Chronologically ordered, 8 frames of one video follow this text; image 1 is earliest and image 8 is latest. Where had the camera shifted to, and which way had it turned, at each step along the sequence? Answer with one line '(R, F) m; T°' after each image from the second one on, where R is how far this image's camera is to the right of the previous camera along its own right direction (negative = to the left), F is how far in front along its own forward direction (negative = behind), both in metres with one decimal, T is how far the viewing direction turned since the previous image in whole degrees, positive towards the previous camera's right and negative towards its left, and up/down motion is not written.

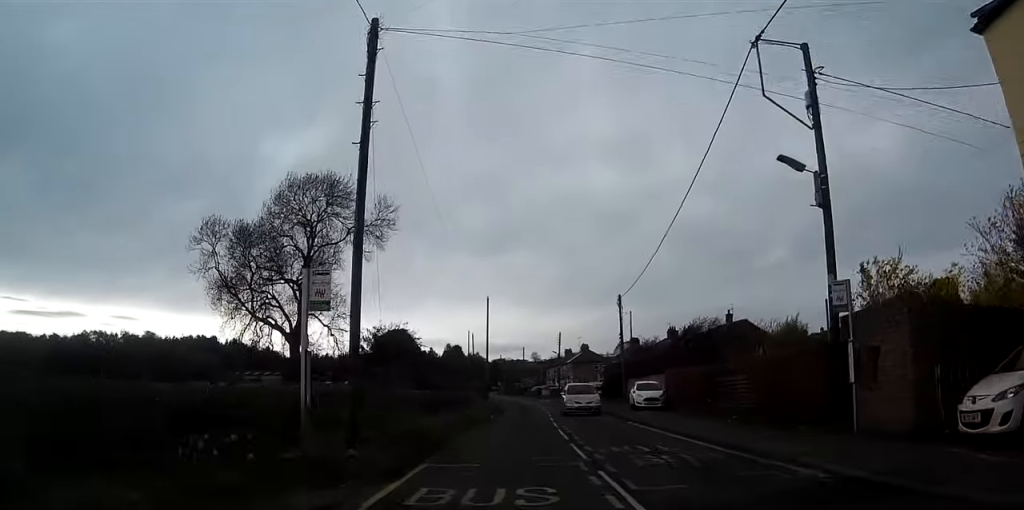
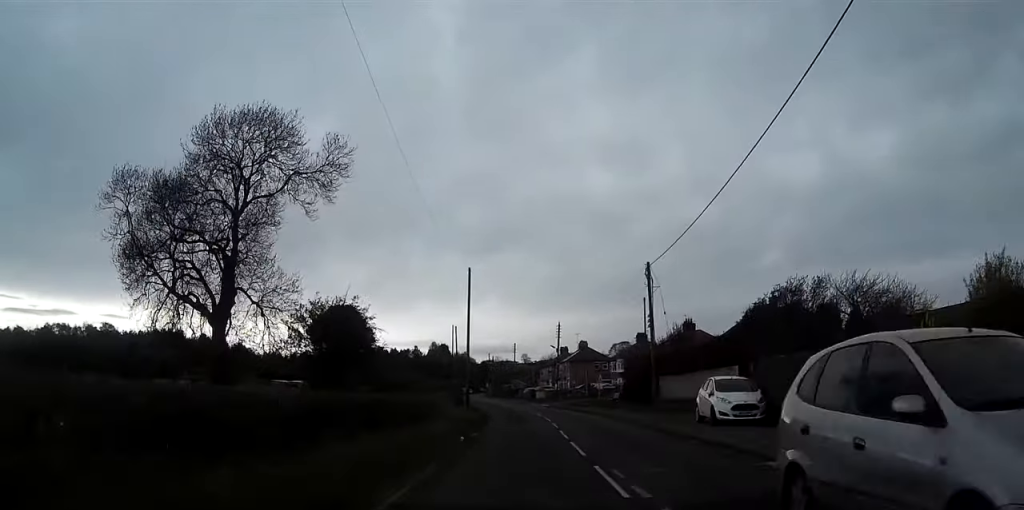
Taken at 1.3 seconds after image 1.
(+0.1, +16.4) m; 0°
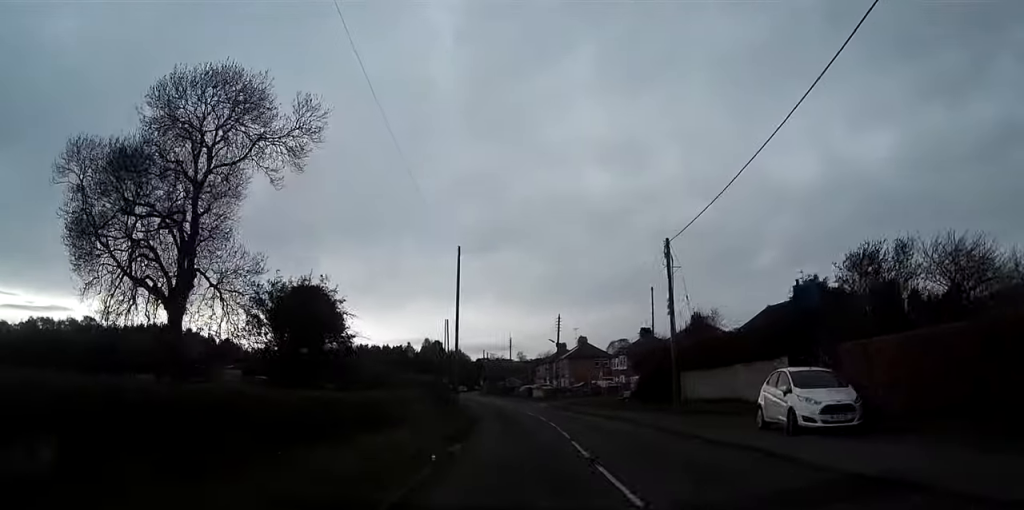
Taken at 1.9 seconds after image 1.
(0.0, +6.7) m; 0°
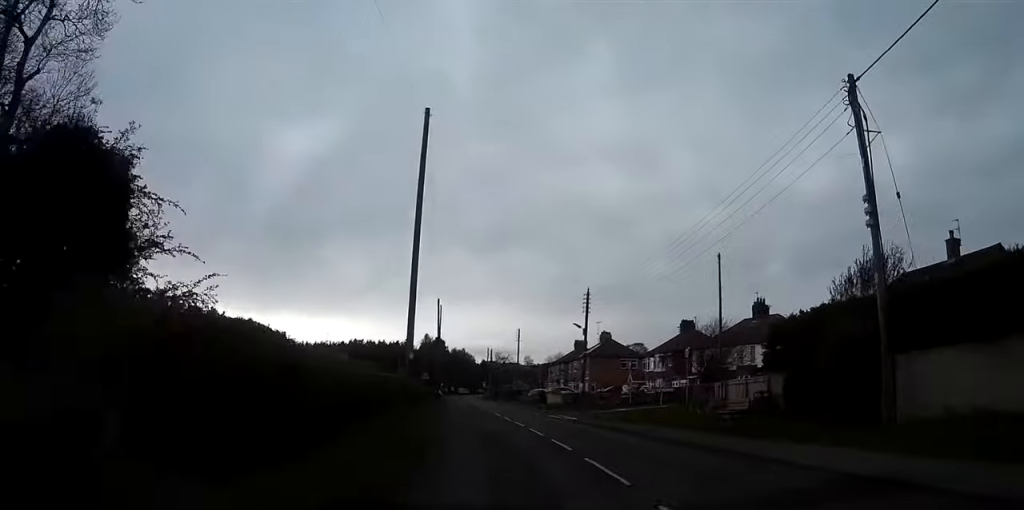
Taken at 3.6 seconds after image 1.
(-0.3, +21.7) m; -1°
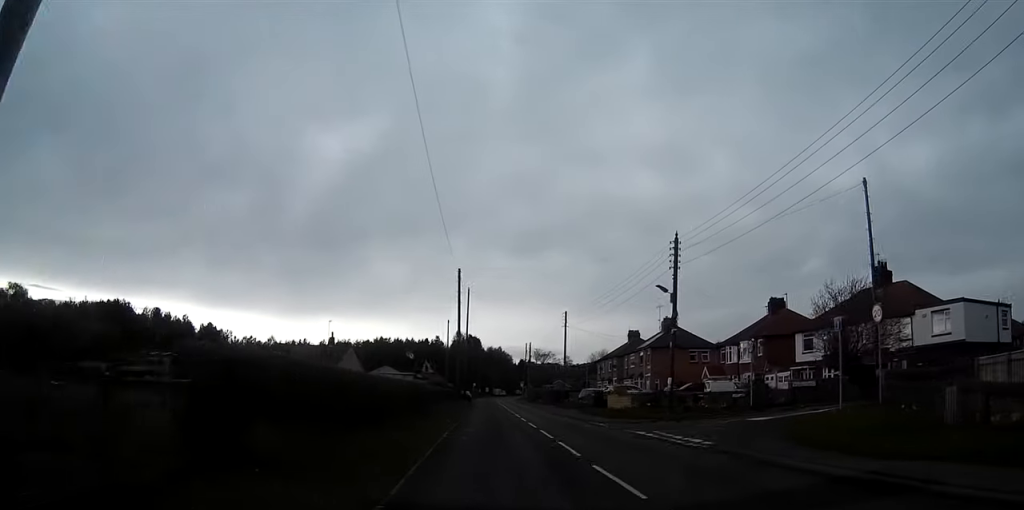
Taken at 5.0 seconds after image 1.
(0.0, +18.7) m; 0°
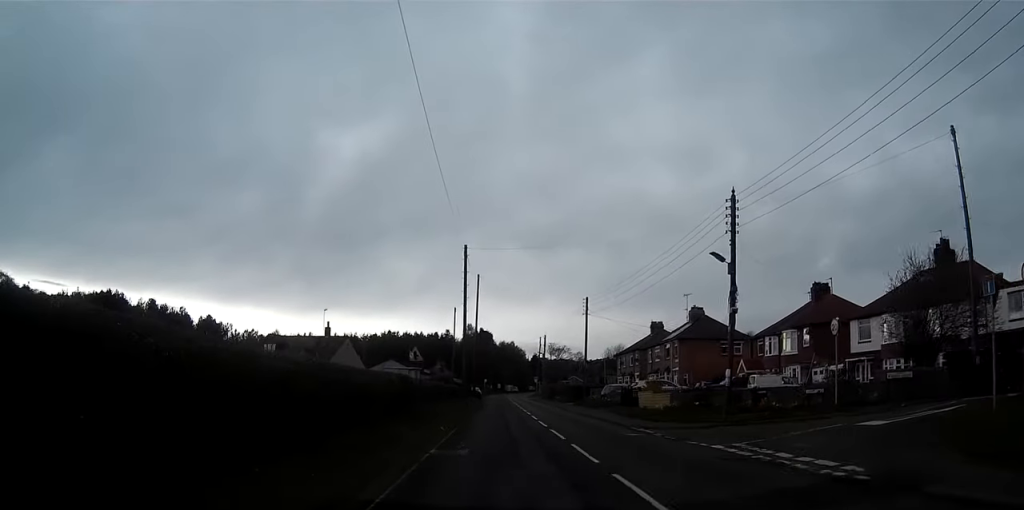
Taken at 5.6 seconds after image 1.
(0.0, +7.6) m; 0°
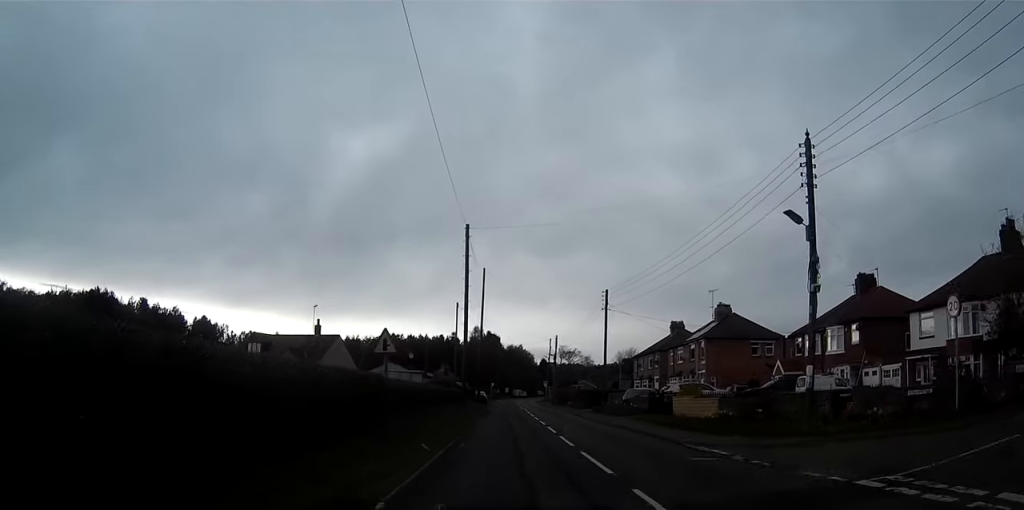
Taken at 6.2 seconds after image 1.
(0.0, +7.0) m; -1°
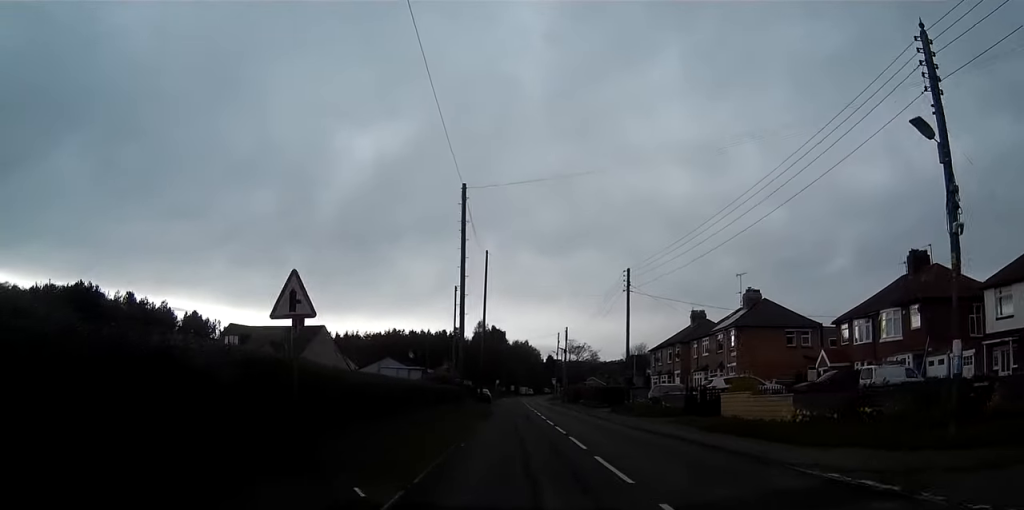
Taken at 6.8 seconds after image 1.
(0.0, +7.4) m; -1°
